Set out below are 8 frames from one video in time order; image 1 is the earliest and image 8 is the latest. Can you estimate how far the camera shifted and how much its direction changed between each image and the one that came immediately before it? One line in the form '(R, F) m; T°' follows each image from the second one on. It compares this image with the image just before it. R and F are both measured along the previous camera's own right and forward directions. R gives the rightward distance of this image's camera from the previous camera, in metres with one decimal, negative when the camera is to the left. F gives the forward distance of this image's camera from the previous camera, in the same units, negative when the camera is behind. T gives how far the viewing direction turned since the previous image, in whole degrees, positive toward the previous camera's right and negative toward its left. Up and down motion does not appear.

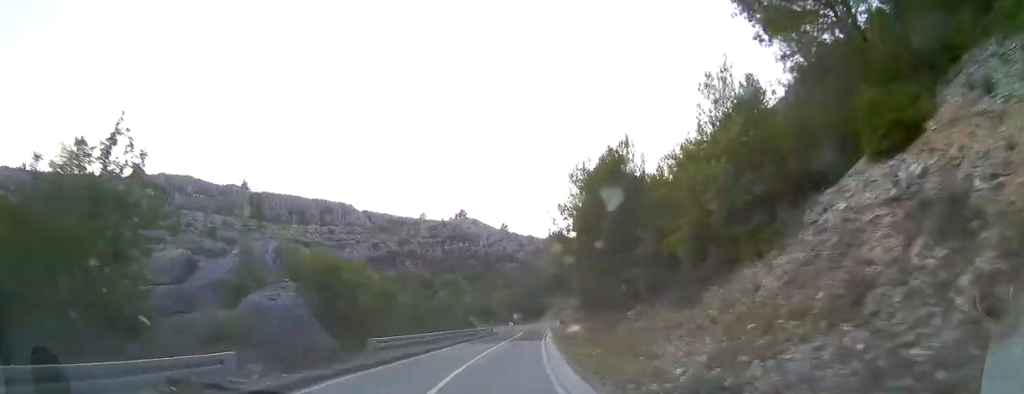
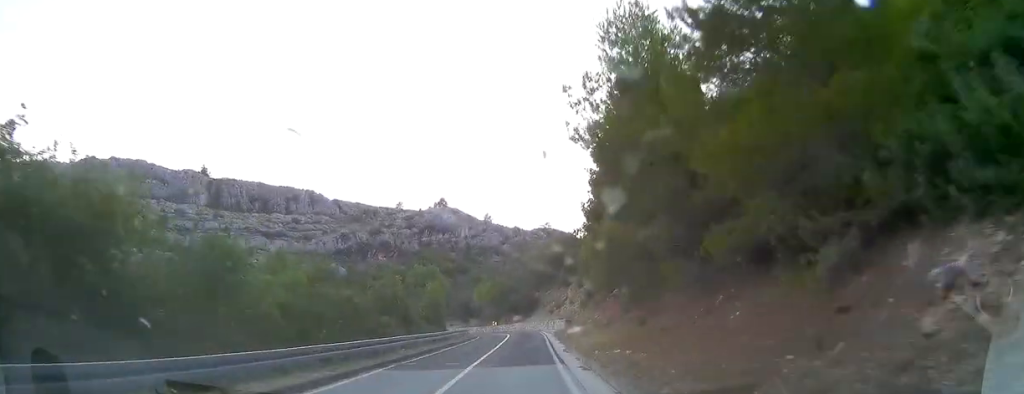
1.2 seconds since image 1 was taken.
(-0.1, +15.9) m; 0°
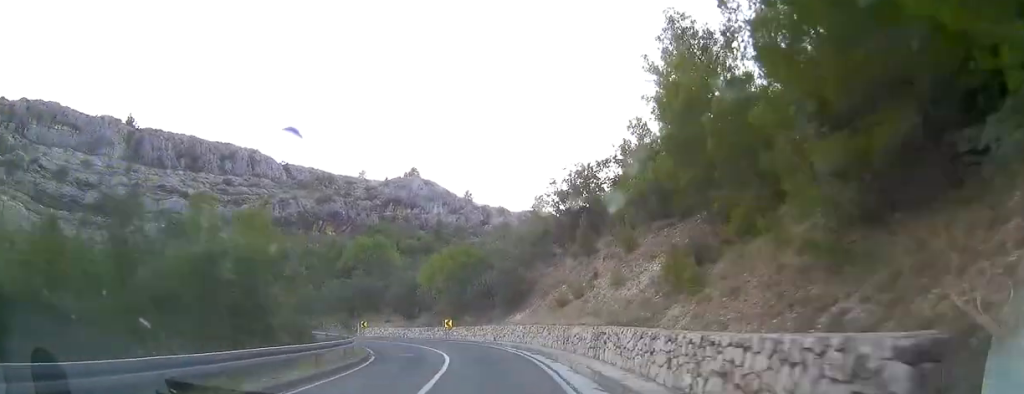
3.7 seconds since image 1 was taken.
(-0.2, +32.1) m; -3°
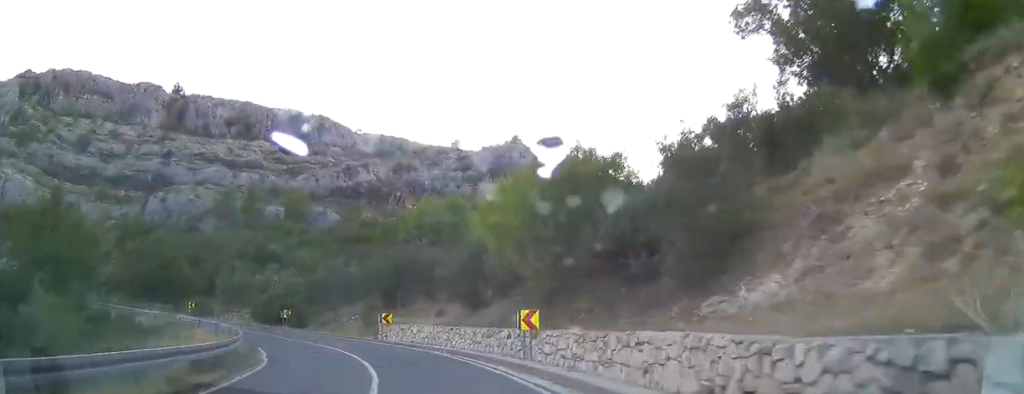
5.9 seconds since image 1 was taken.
(-1.3, +24.9) m; -13°
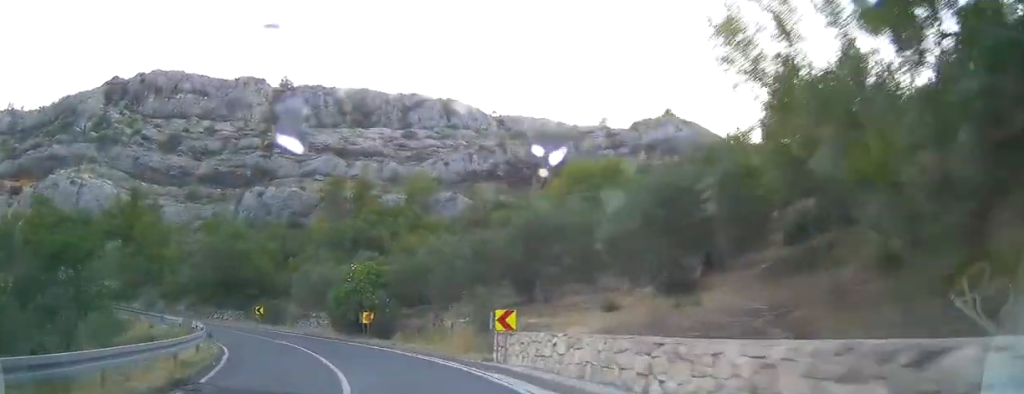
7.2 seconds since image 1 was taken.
(-0.6, +14.8) m; -15°
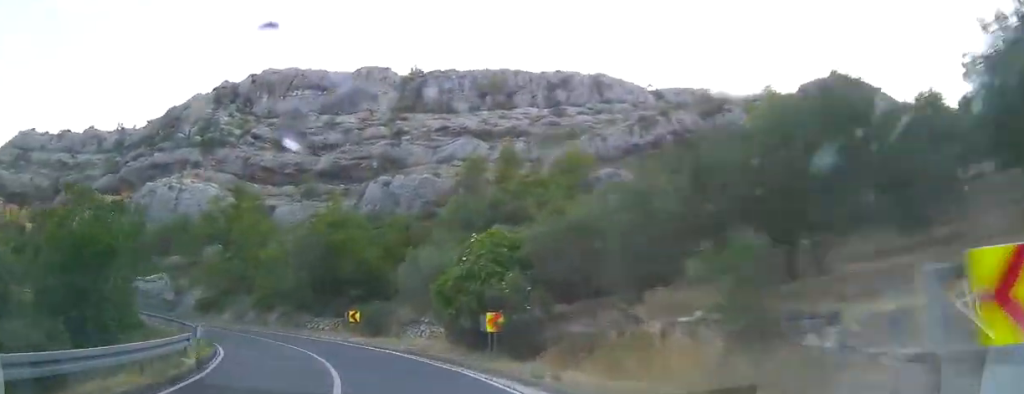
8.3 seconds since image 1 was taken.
(-1.9, +11.9) m; -17°
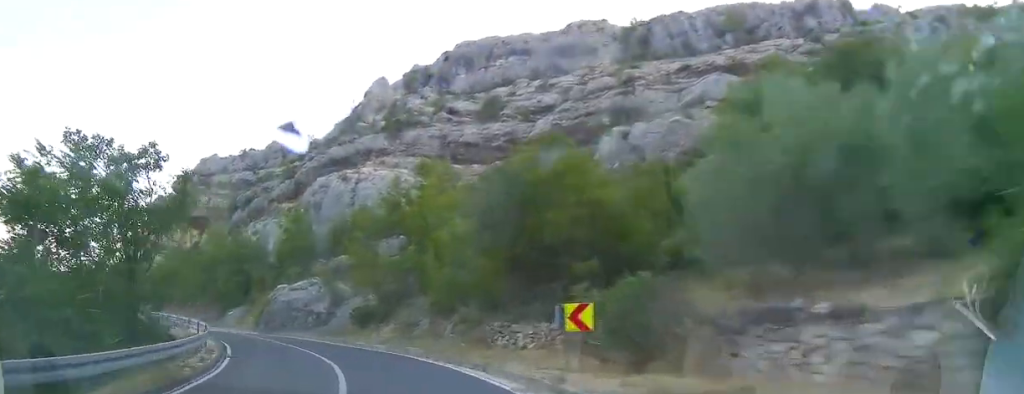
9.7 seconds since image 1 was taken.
(-3.7, +16.0) m; -25°
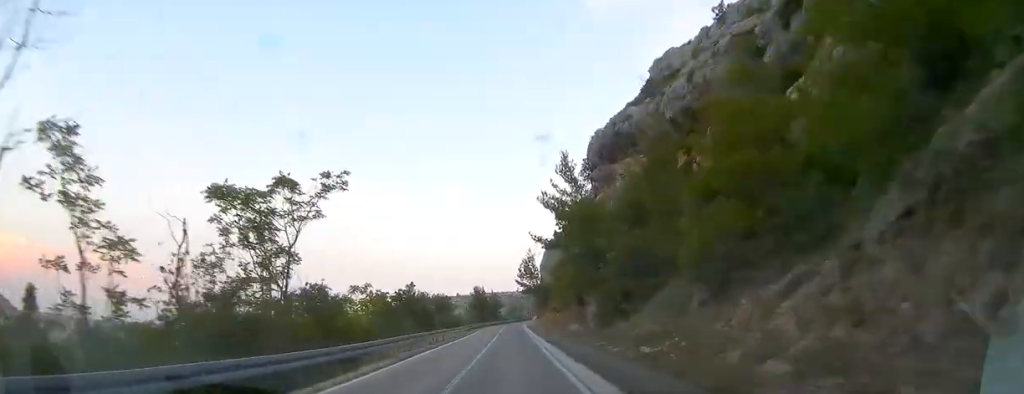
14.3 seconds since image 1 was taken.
(-31.9, +51.4) m; -45°
